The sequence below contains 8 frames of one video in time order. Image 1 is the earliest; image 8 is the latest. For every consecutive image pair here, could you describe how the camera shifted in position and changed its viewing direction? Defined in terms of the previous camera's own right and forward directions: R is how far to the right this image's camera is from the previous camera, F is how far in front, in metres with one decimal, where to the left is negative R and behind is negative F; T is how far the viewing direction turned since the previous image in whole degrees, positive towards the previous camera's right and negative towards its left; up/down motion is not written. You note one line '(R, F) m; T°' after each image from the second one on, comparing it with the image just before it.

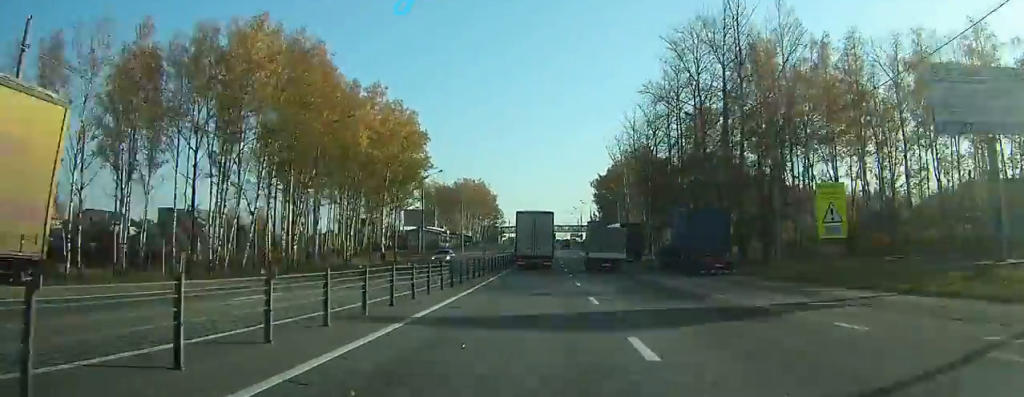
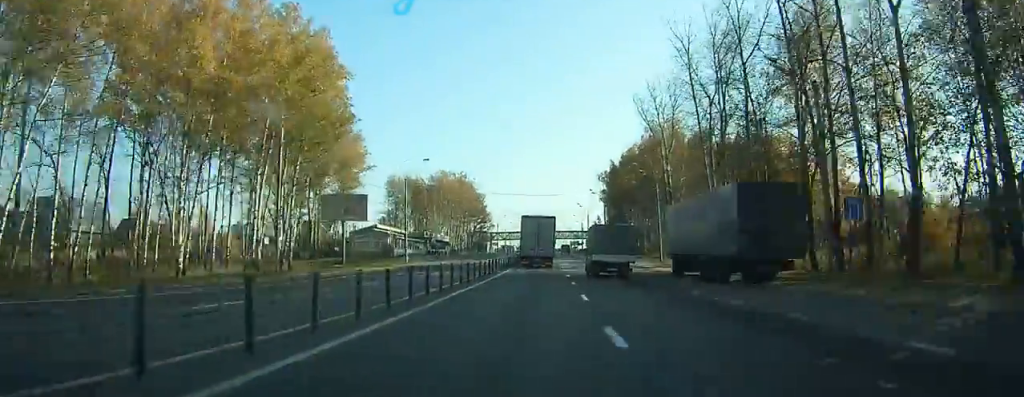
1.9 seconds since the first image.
(+0.1, +38.6) m; 0°
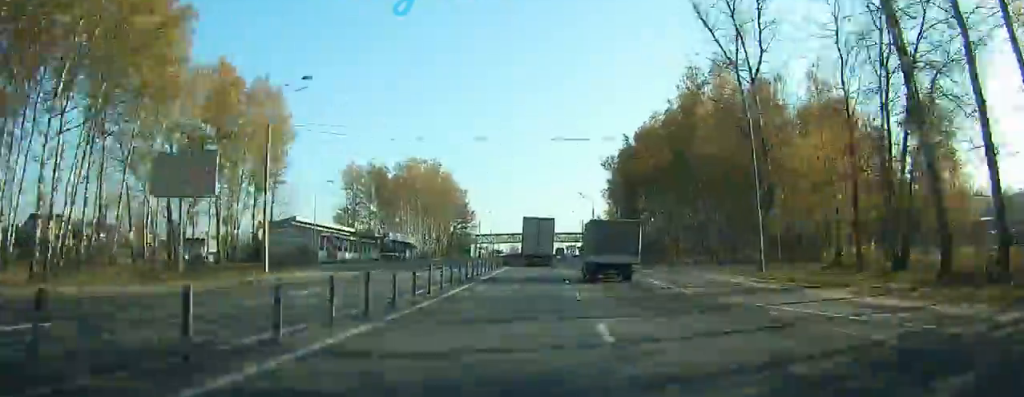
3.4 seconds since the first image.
(+0.1, +31.0) m; +1°
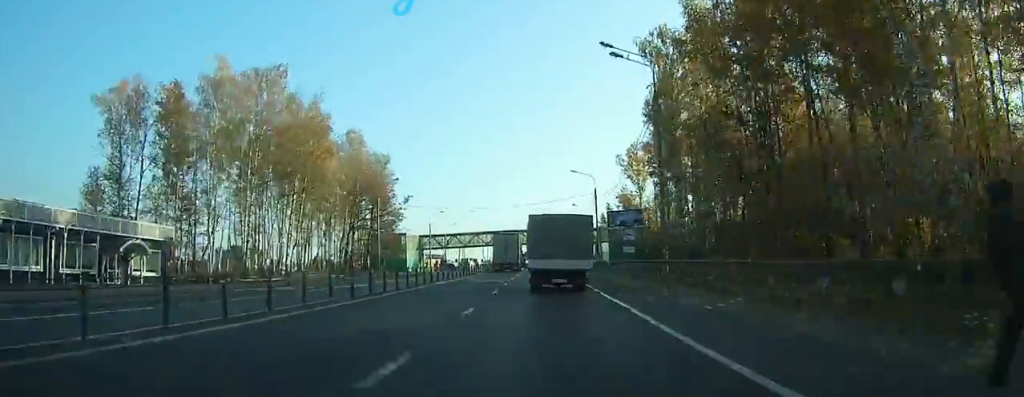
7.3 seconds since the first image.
(+0.9, +74.9) m; +1°
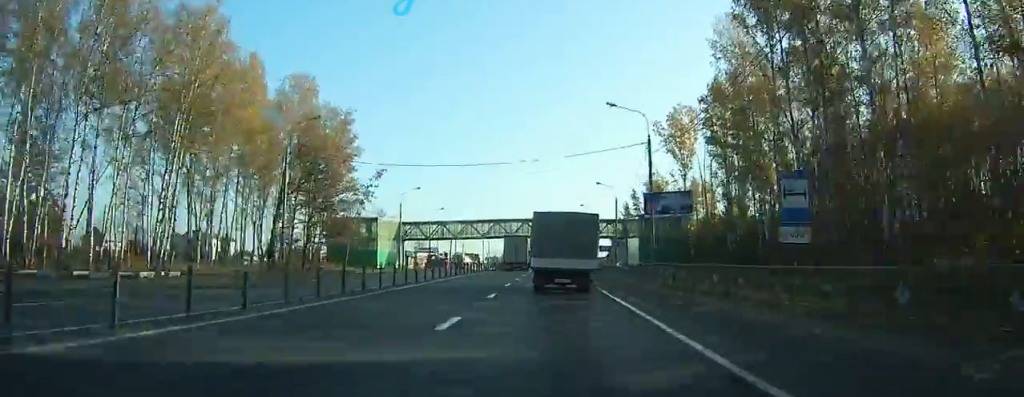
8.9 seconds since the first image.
(-0.1, +28.1) m; 0°
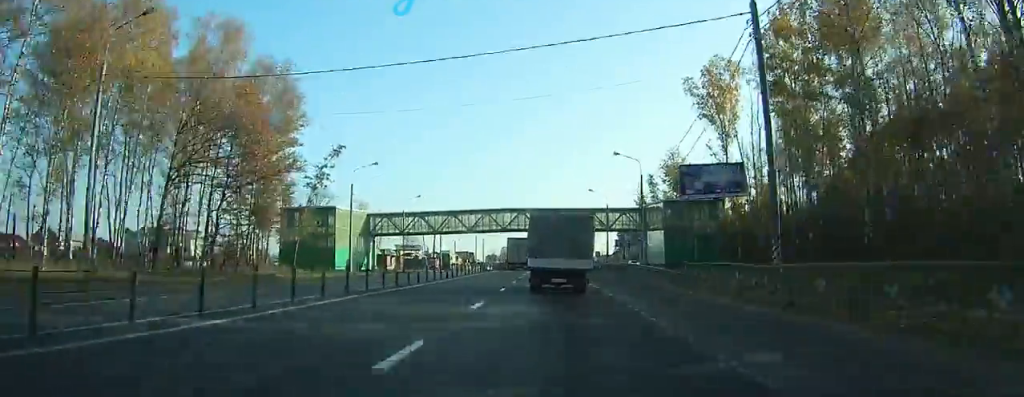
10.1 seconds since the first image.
(-0.1, +20.1) m; 0°
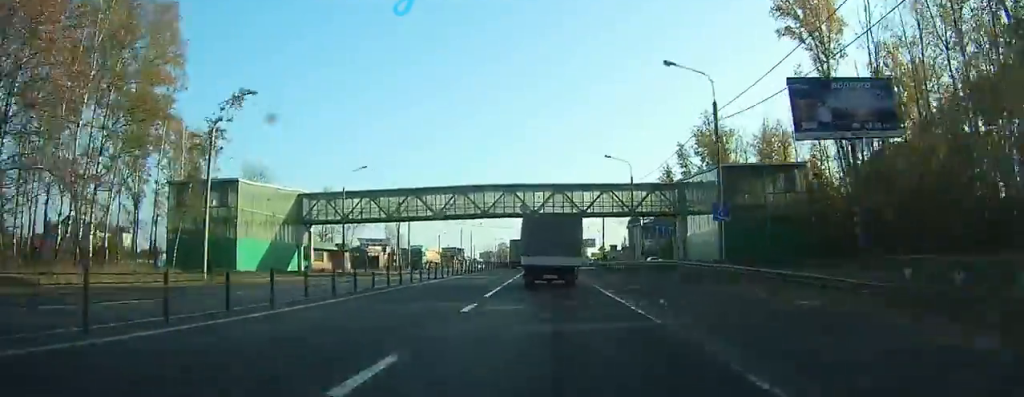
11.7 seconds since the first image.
(-0.1, +25.4) m; 0°
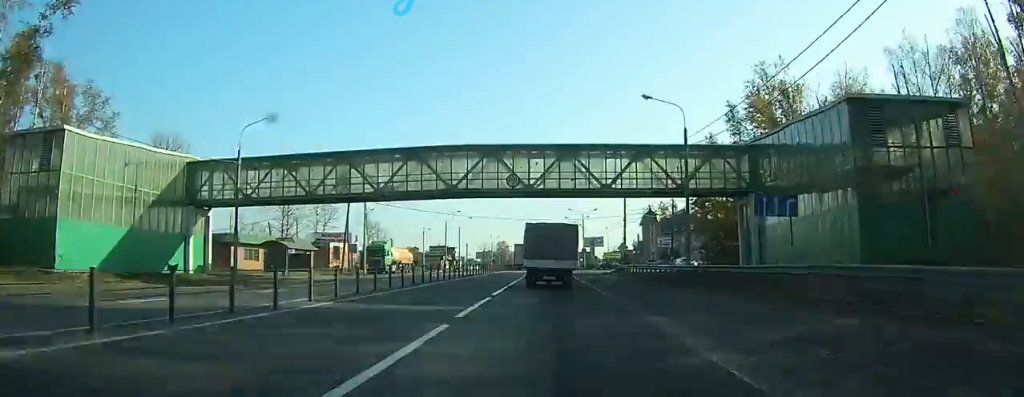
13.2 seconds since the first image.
(-0.1, +22.5) m; 0°
